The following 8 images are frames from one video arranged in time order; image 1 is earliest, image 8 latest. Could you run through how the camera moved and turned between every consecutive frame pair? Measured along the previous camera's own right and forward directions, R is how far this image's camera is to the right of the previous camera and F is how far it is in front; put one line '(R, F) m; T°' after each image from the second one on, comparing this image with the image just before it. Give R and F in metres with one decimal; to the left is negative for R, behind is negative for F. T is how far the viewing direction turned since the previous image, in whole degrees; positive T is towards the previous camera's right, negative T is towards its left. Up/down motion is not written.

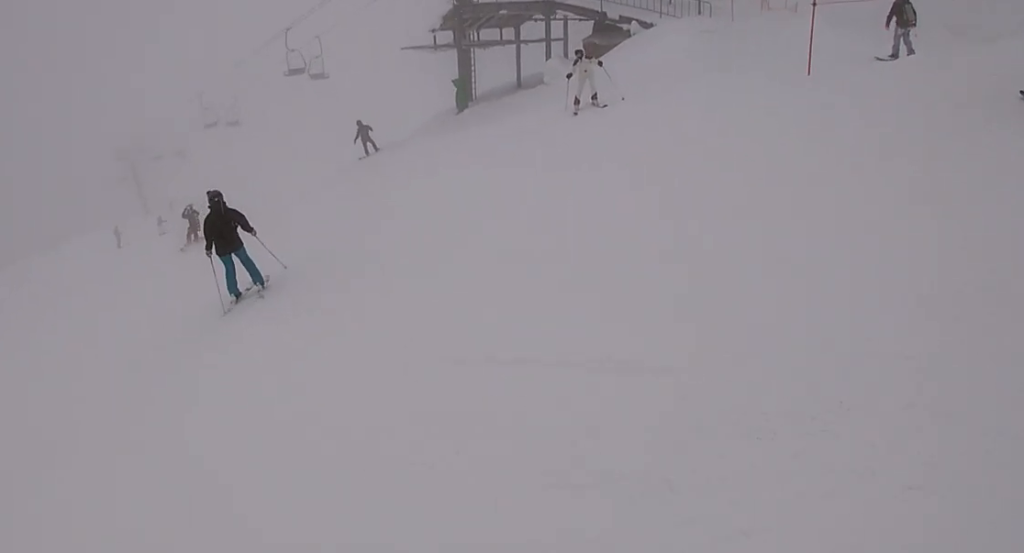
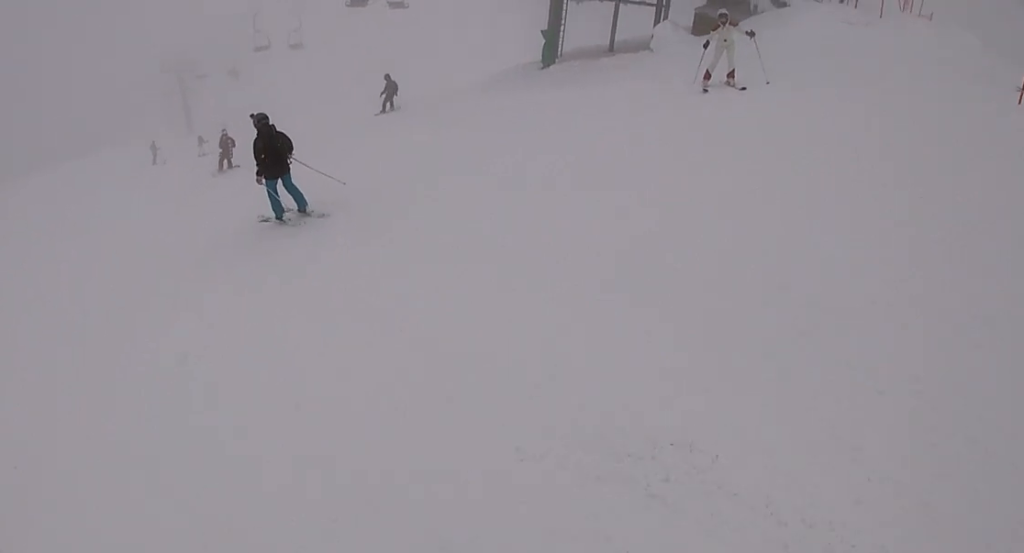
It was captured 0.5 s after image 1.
(+0.5, +2.6) m; -4°
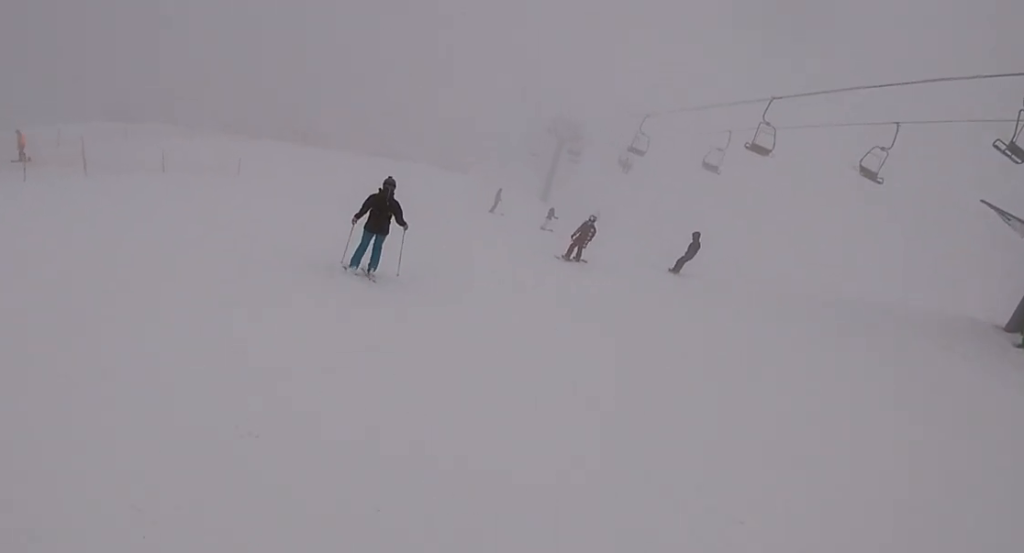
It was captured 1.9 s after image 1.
(-1.2, +7.5) m; -22°
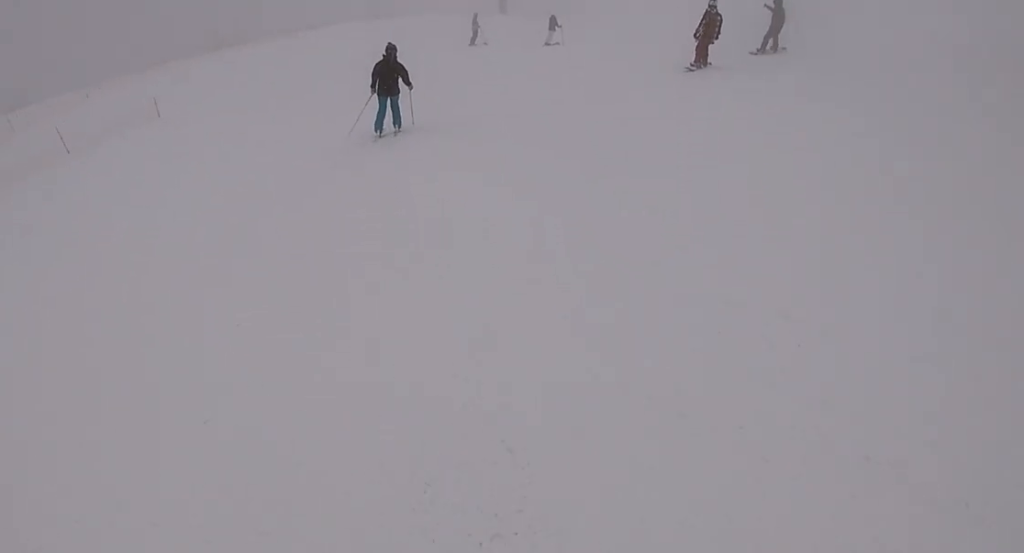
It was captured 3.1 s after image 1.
(-0.3, +6.4) m; +7°
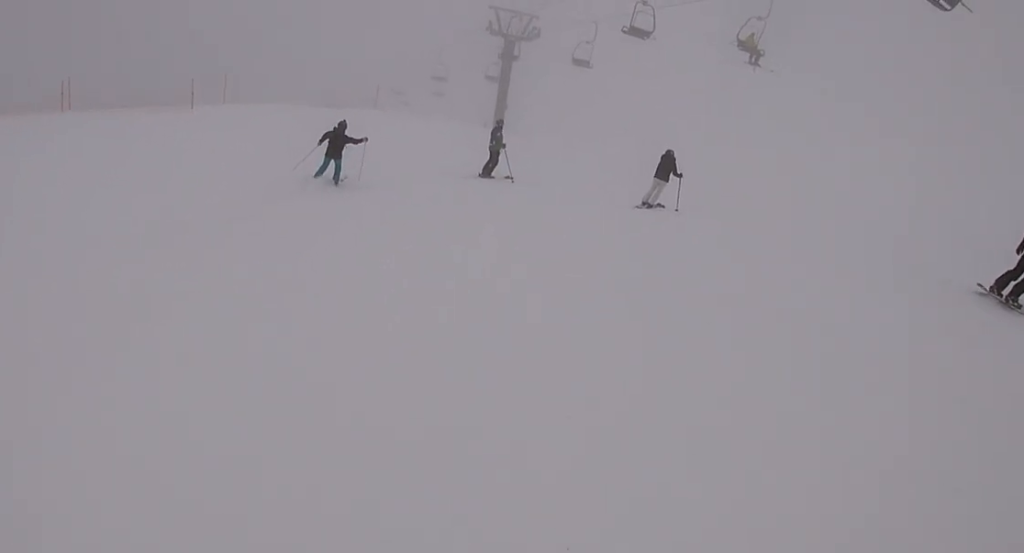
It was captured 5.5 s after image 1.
(+1.2, +15.9) m; +7°
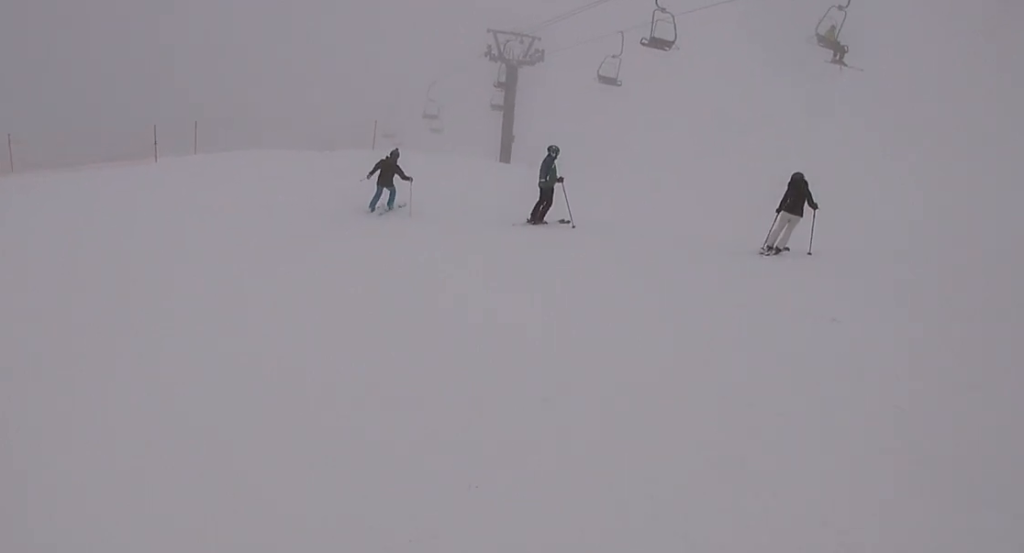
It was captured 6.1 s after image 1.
(+0.3, +4.3) m; +4°
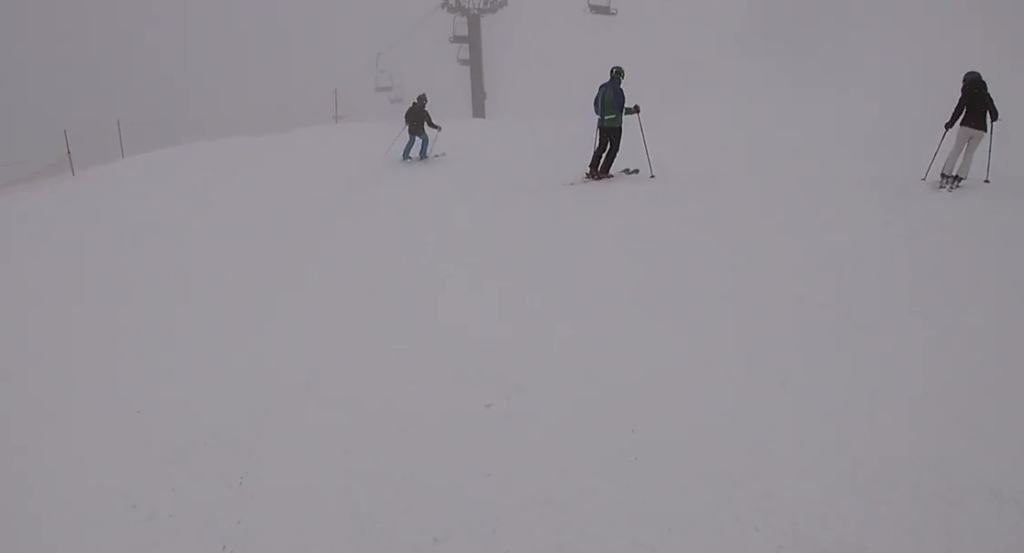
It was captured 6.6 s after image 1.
(0.0, +3.3) m; +4°
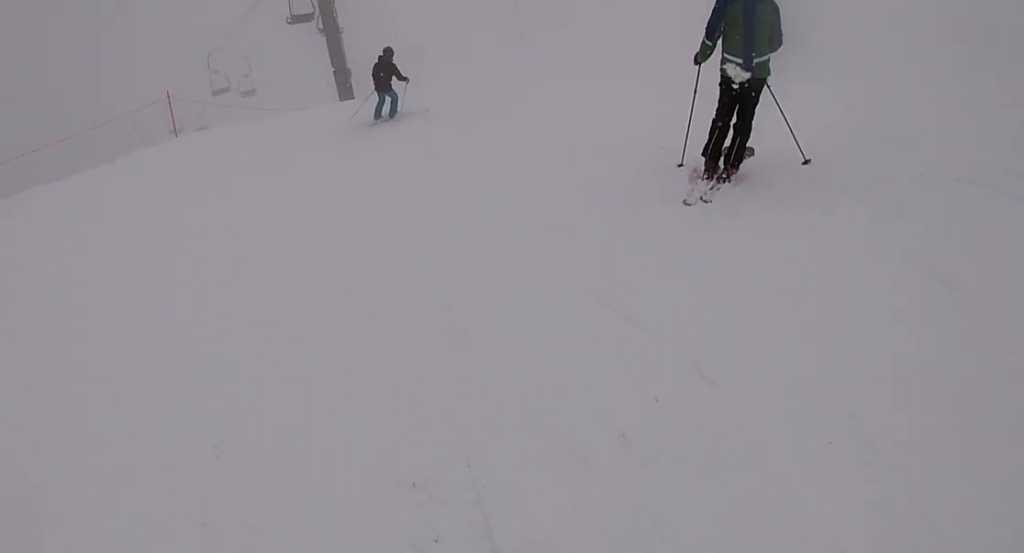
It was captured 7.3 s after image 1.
(+0.2, +4.6) m; +7°
